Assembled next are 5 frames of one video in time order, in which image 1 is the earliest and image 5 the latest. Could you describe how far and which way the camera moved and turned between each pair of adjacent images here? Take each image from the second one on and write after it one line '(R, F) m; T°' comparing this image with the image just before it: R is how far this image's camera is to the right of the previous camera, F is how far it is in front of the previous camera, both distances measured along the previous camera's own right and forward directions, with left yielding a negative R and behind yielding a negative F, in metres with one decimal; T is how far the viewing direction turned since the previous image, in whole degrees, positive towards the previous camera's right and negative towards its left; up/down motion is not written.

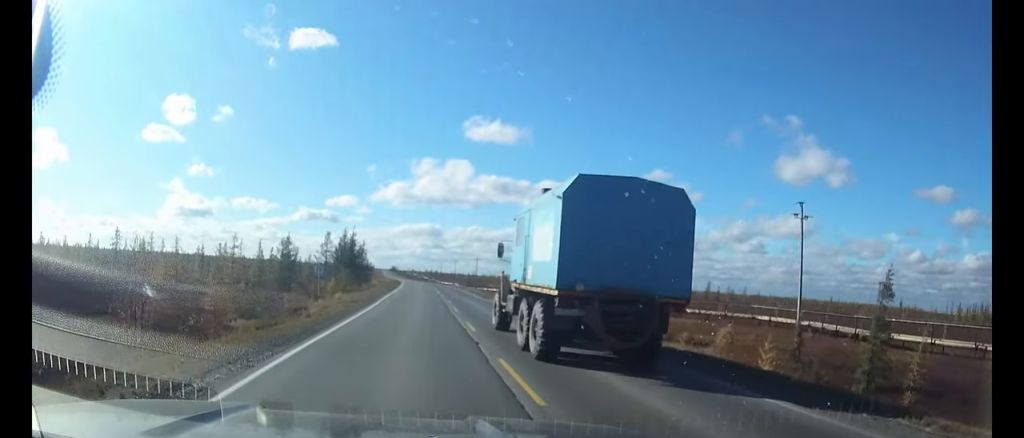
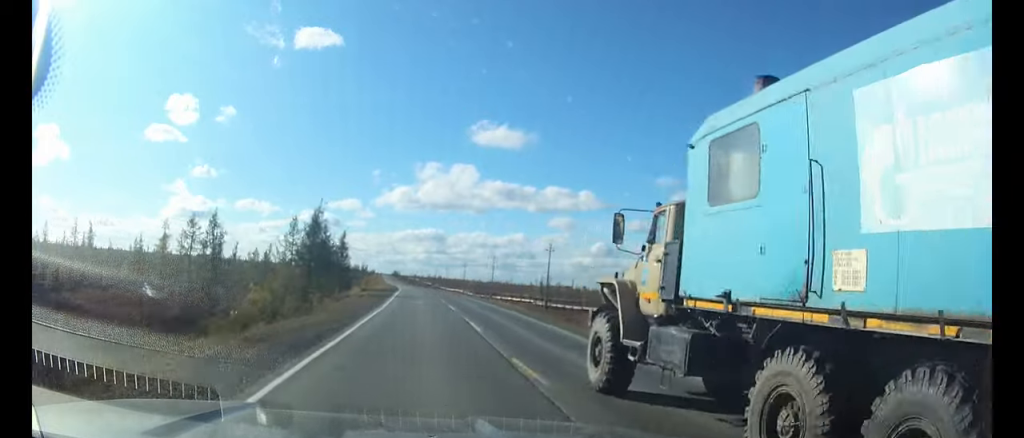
(0.0, +35.0) m; 0°
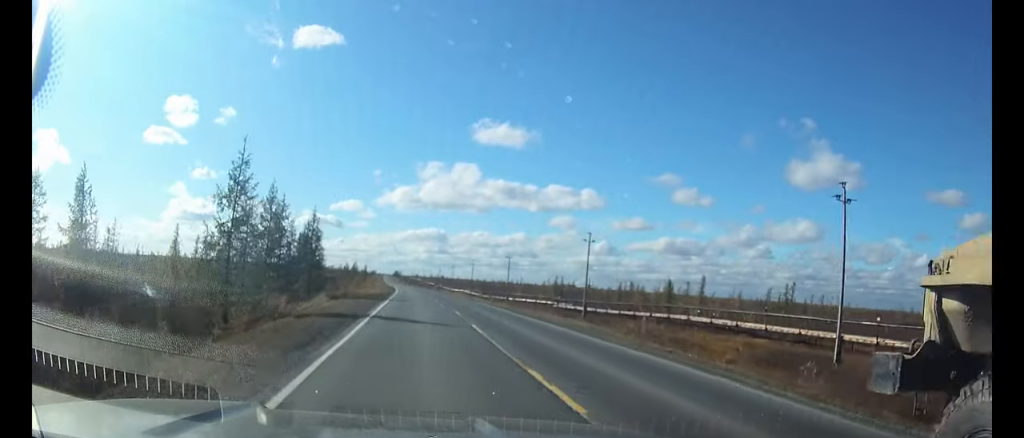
(0.0, +22.8) m; 0°
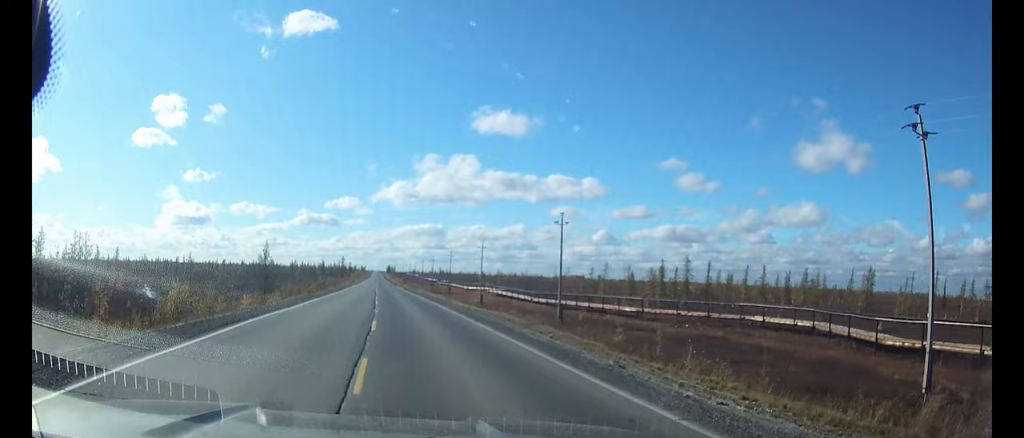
(-0.5, +107.6) m; -2°
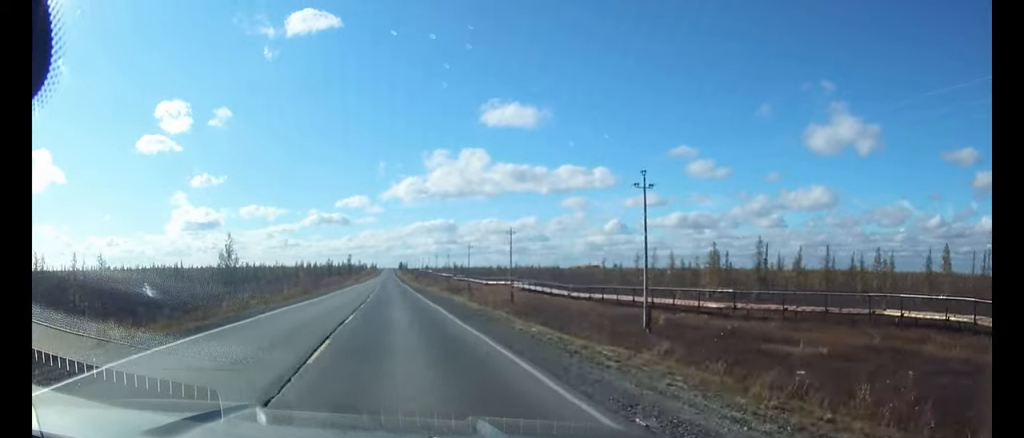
(-0.2, +20.9) m; -1°
